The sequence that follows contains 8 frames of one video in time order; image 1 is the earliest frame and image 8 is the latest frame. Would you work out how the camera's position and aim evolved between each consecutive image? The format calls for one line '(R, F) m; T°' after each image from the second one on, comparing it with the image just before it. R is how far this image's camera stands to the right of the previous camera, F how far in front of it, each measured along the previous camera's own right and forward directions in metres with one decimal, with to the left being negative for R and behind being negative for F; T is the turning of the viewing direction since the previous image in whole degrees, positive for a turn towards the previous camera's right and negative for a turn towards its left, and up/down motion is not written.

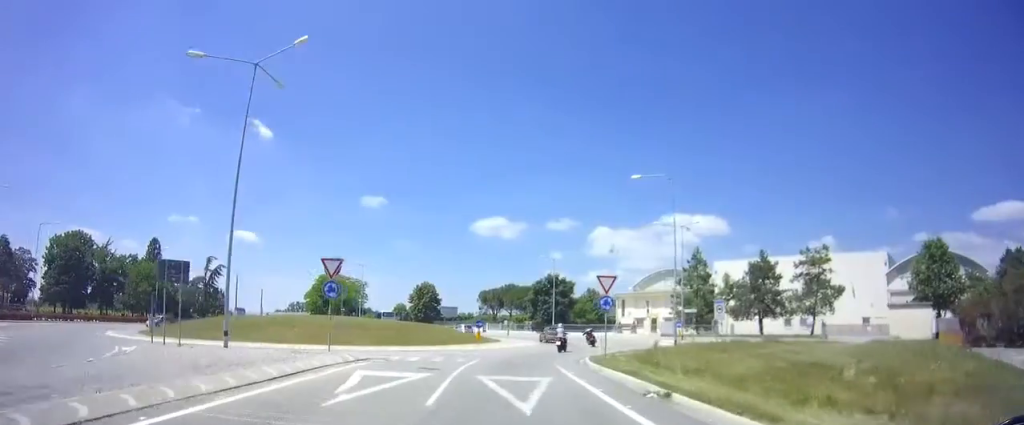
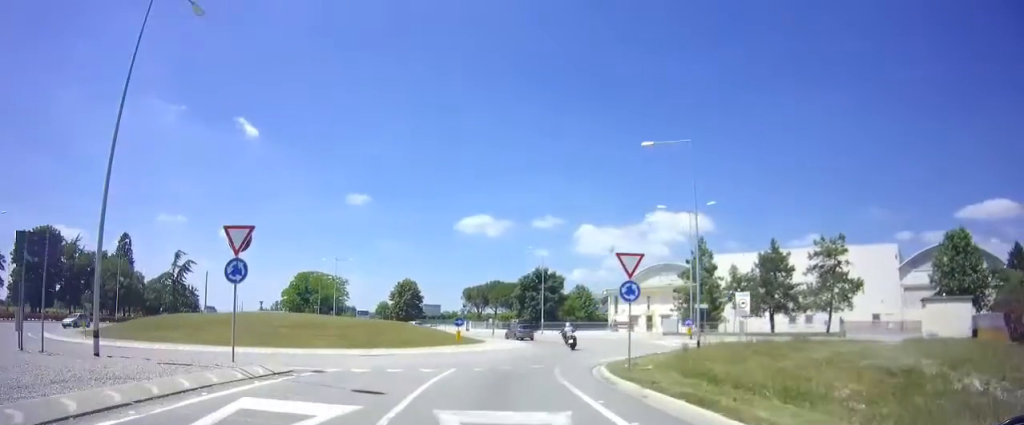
(0.0, +4.2) m; 0°
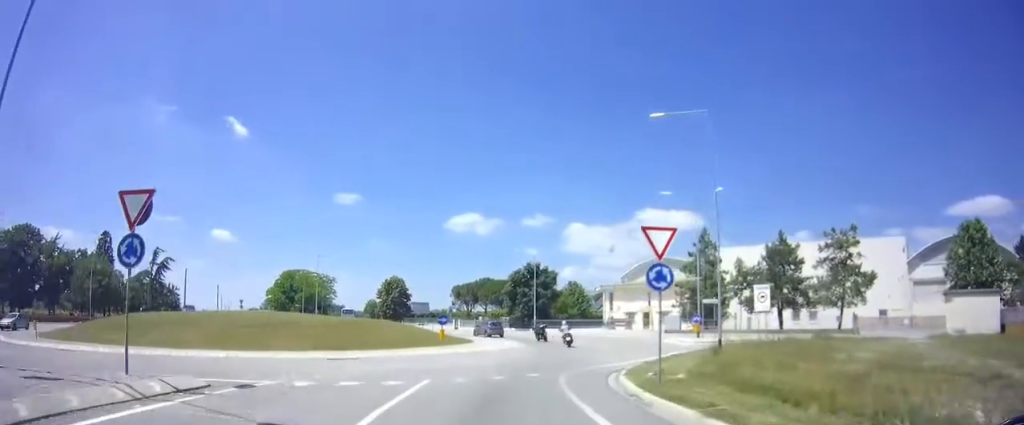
(0.0, +2.8) m; 0°
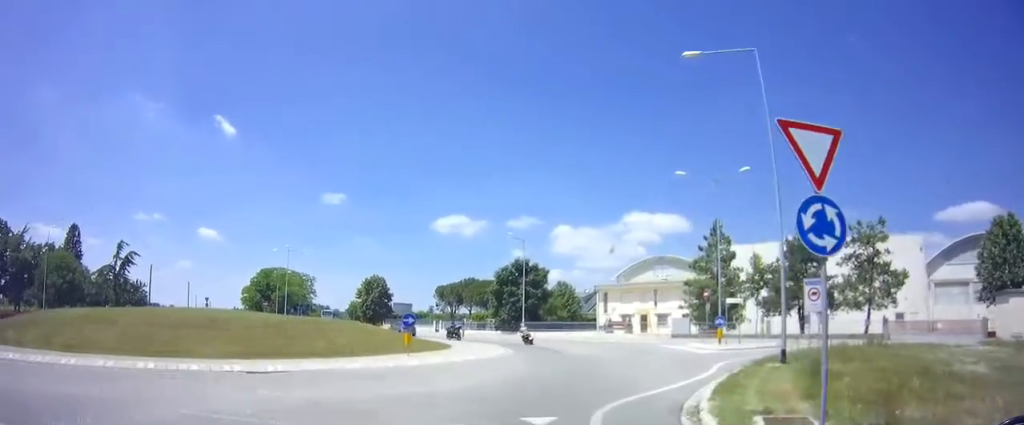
(0.0, +7.1) m; 0°
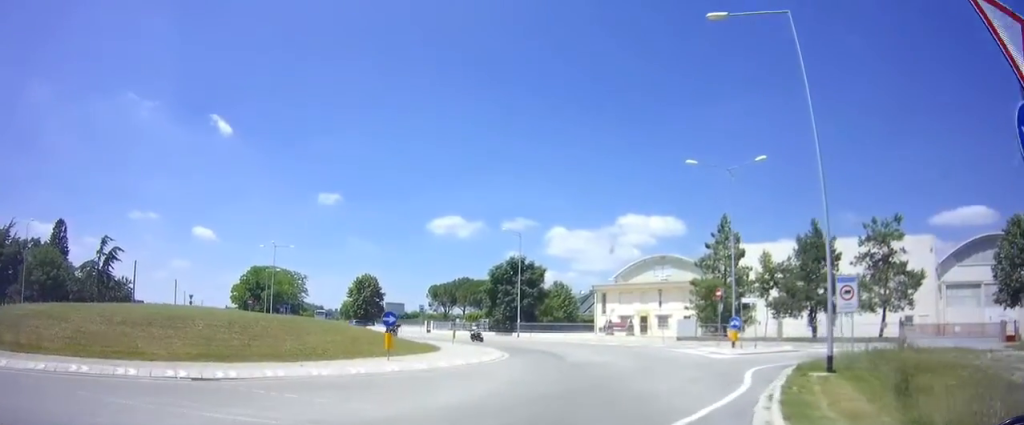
(0.0, +4.6) m; 0°
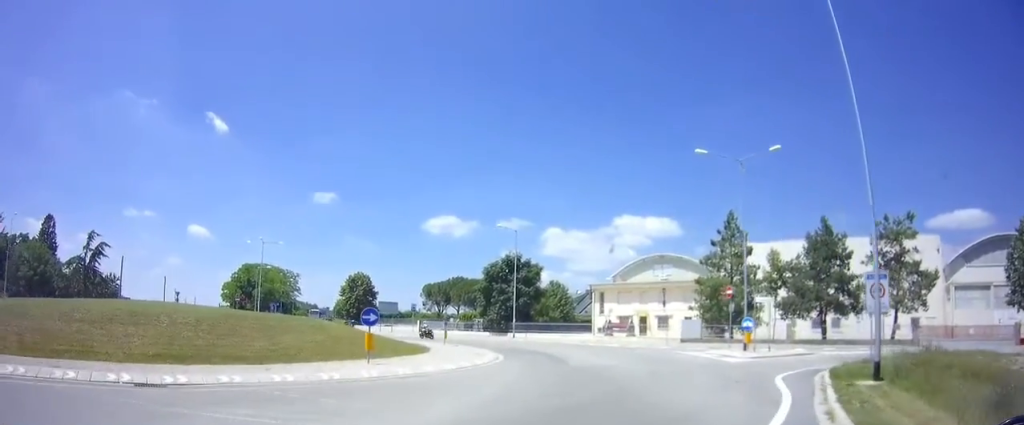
(0.0, +3.4) m; 0°
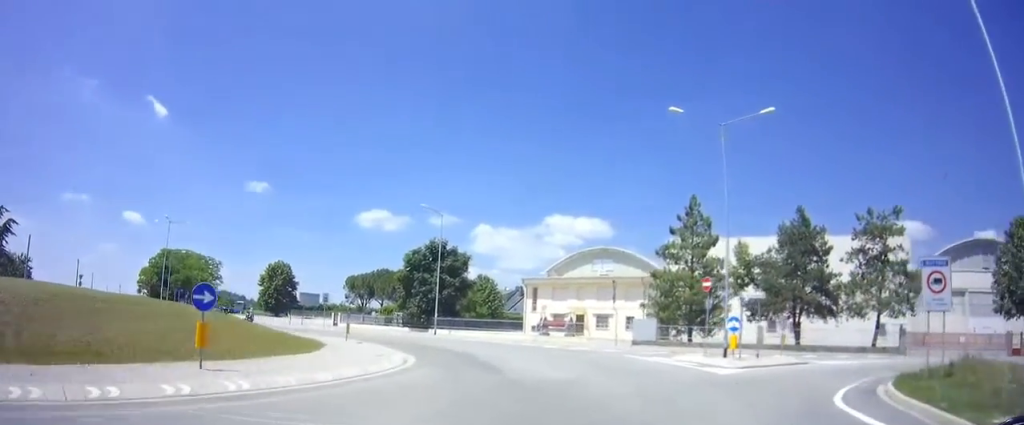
(0.0, +7.7) m; 0°
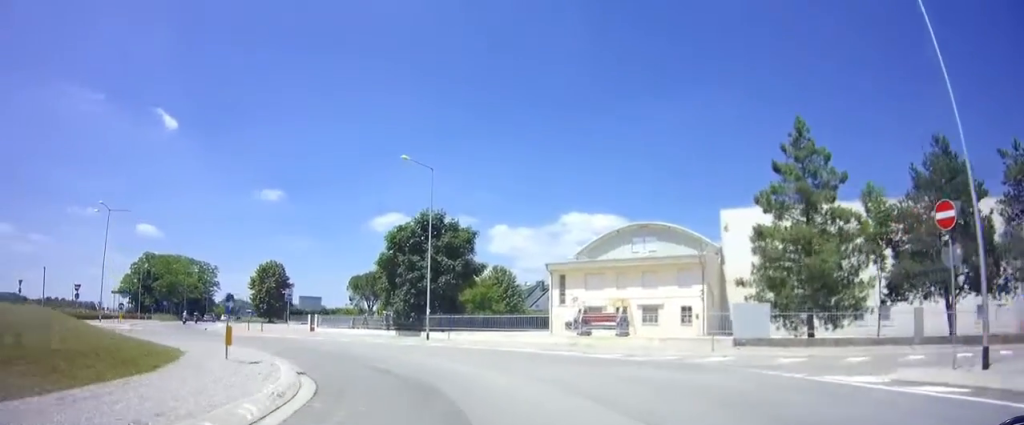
(-0.1, +12.5) m; -7°
